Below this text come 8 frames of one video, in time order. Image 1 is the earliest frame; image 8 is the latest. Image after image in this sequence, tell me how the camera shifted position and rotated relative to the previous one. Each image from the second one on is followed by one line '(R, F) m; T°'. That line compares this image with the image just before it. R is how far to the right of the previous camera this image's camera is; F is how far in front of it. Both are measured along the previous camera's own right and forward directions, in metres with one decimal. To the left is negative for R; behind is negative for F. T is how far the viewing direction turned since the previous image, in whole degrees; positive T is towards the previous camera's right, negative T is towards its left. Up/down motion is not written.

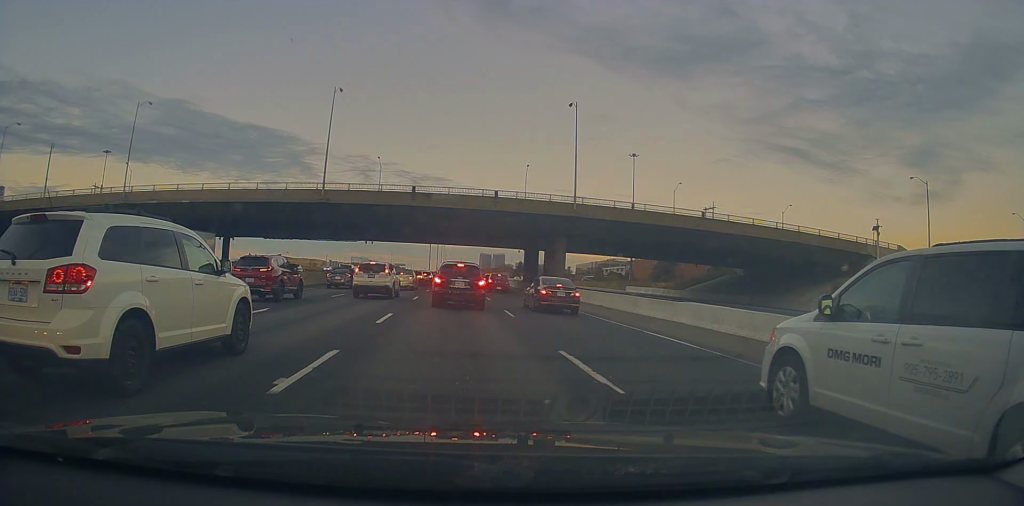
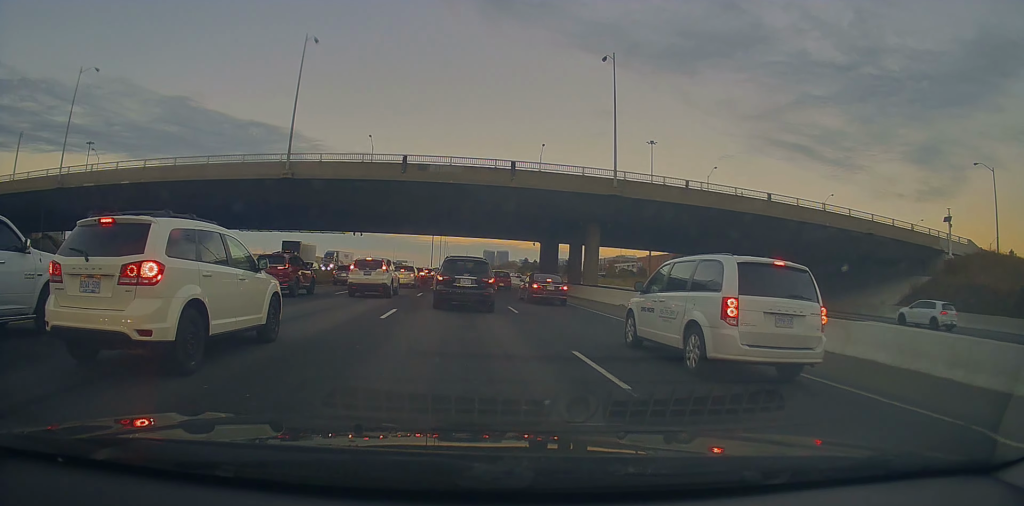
(-0.3, +11.8) m; 0°
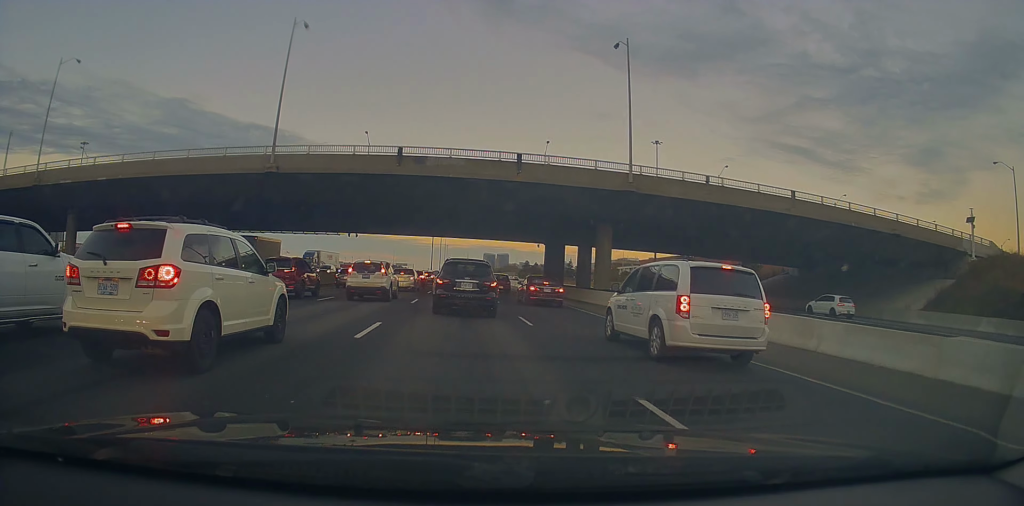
(0.0, +3.6) m; +1°
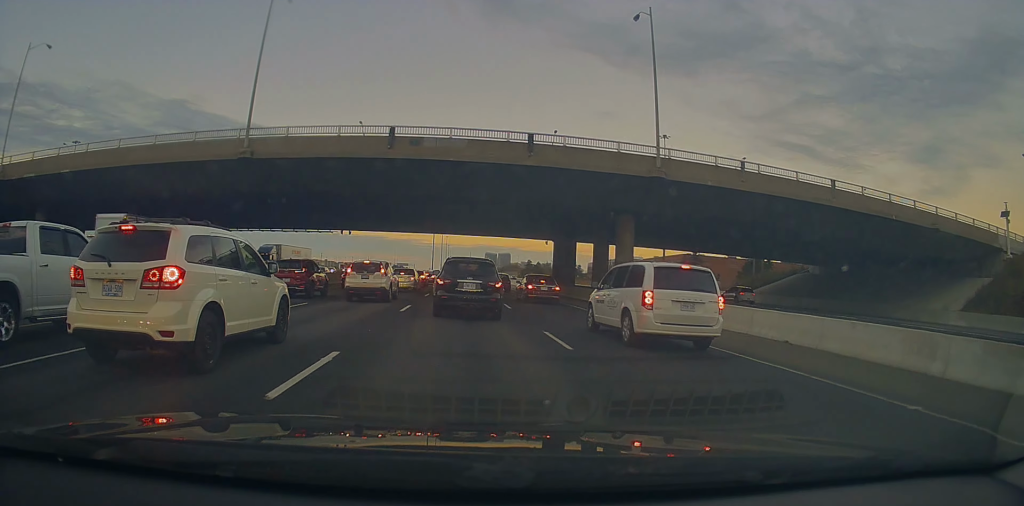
(-0.1, +5.1) m; +2°
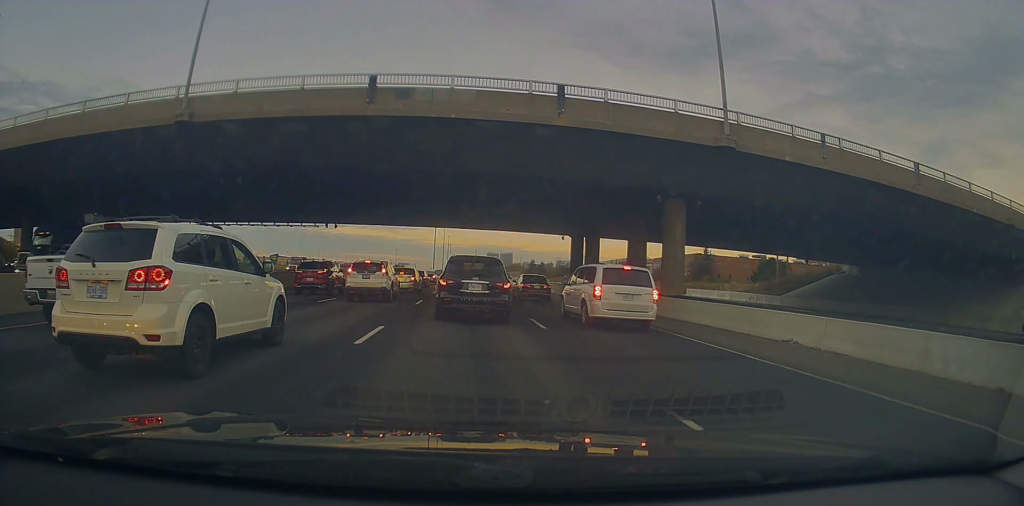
(+0.3, +8.2) m; -3°
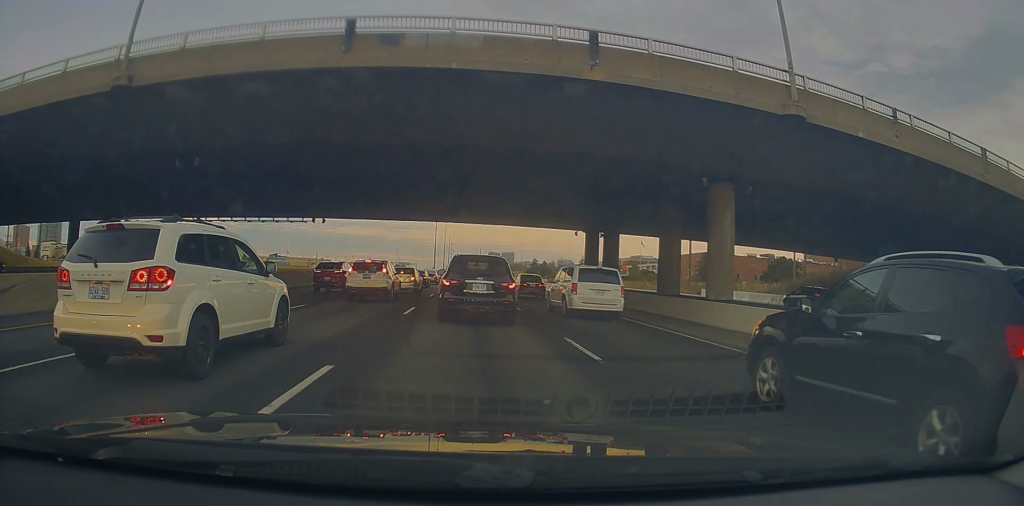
(-0.7, +5.1) m; -3°
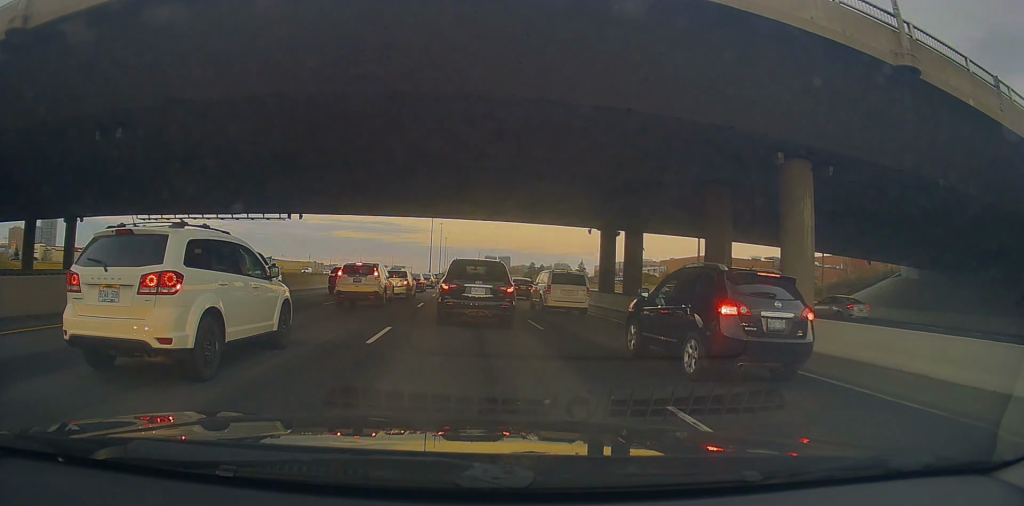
(+0.5, +6.0) m; +3°
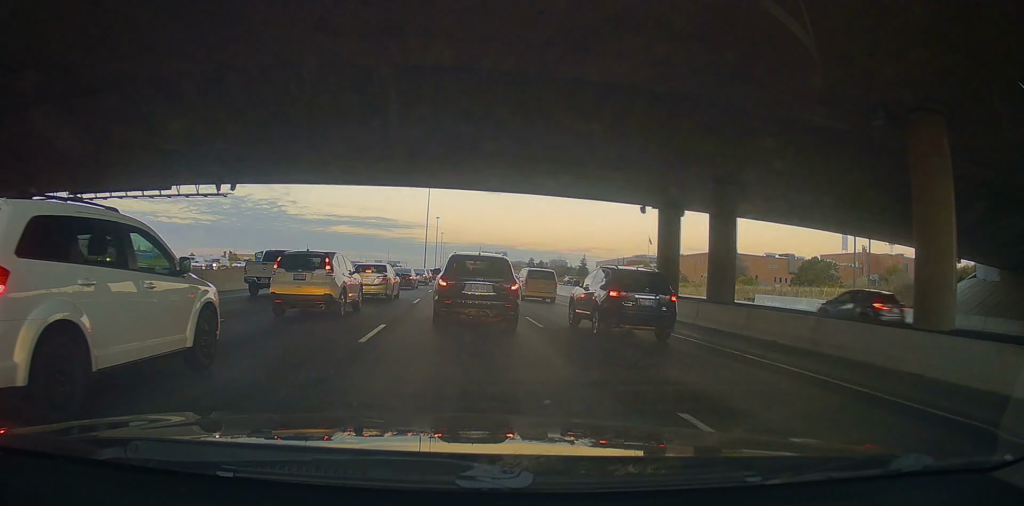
(-0.3, +12.1) m; -2°
